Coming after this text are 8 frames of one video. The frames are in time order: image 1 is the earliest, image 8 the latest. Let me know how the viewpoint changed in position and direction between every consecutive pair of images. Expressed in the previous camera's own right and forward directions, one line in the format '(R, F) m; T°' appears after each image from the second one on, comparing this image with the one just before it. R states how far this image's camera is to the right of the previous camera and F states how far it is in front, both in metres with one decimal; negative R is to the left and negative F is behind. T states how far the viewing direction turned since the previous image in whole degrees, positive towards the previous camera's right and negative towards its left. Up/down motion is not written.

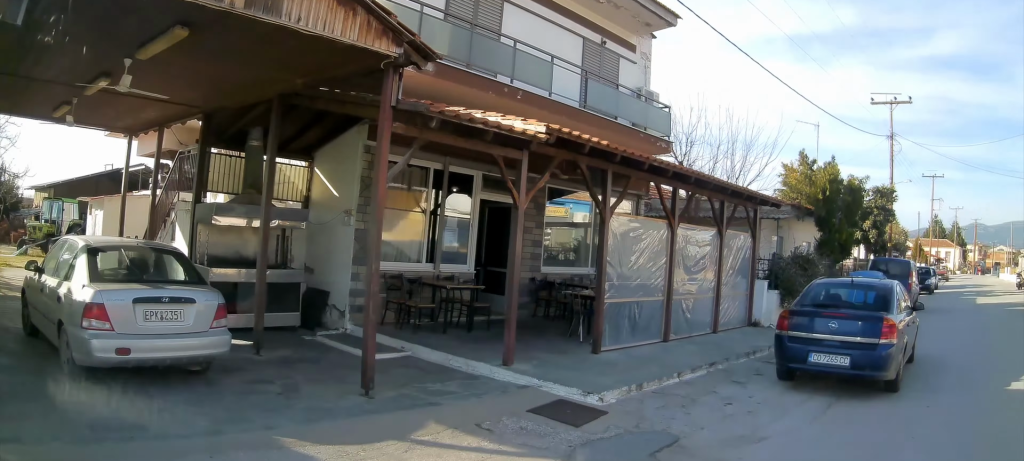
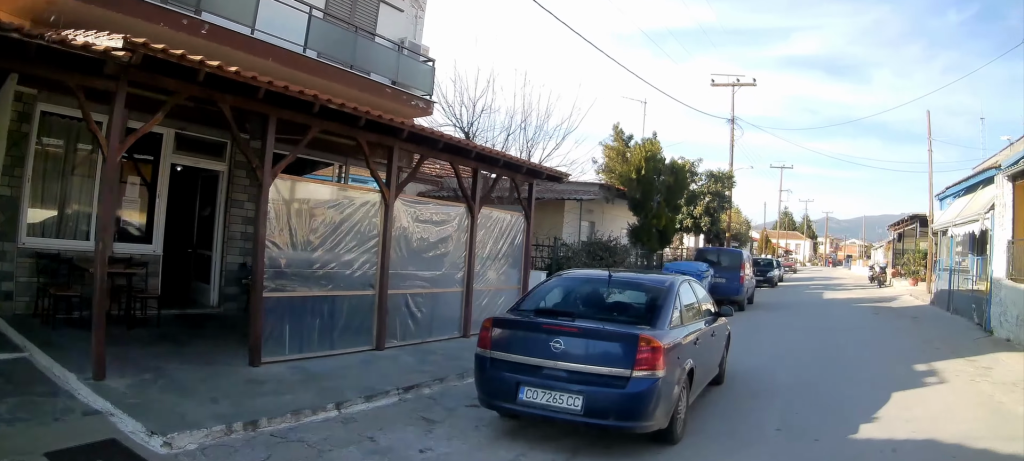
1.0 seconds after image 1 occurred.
(+0.4, +2.9) m; +16°
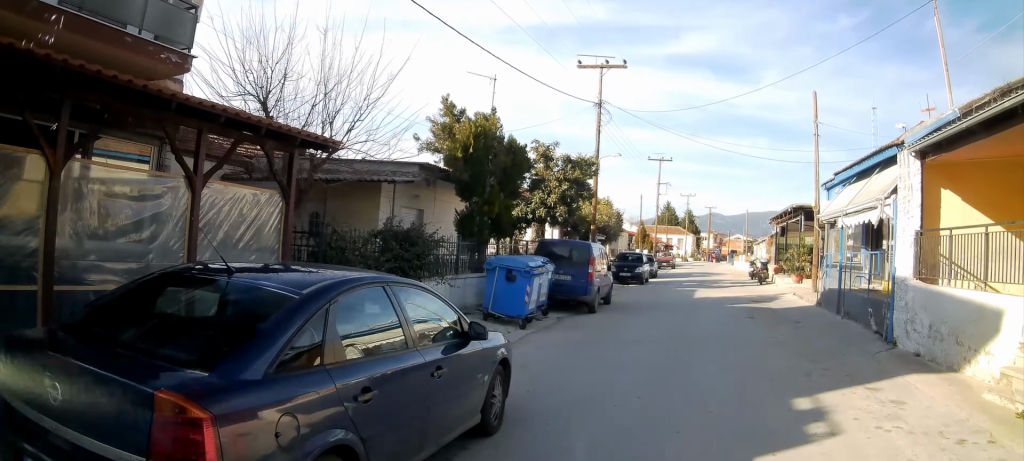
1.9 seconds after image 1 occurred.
(+0.3, +2.6) m; +11°
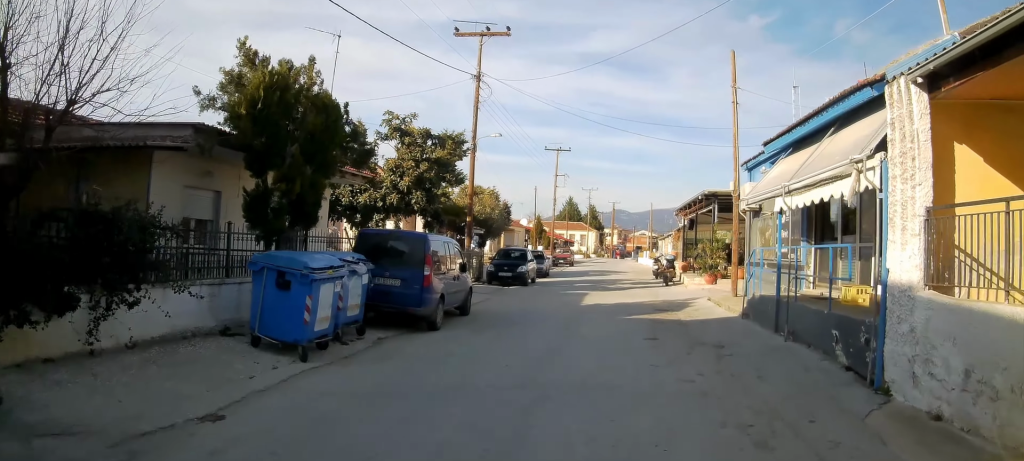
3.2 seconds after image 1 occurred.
(+0.2, +3.9) m; +2°
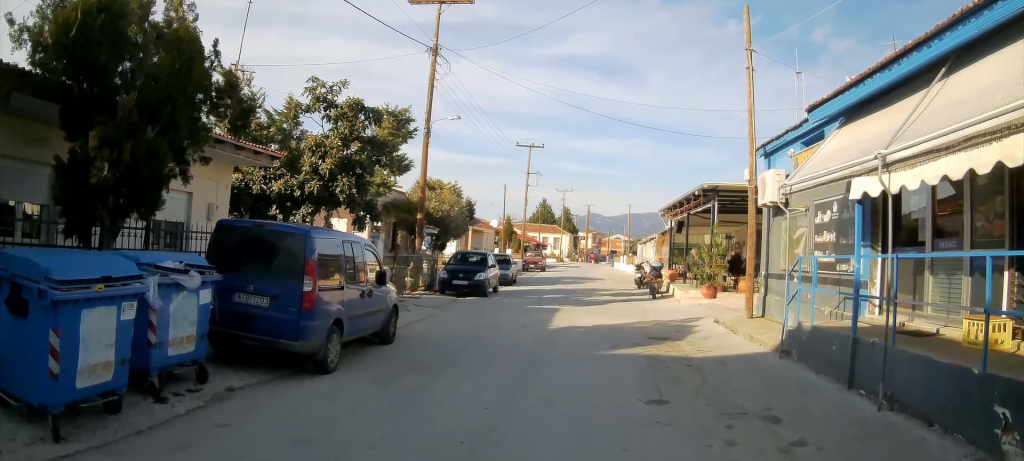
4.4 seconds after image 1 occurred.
(0.0, +3.7) m; -1°
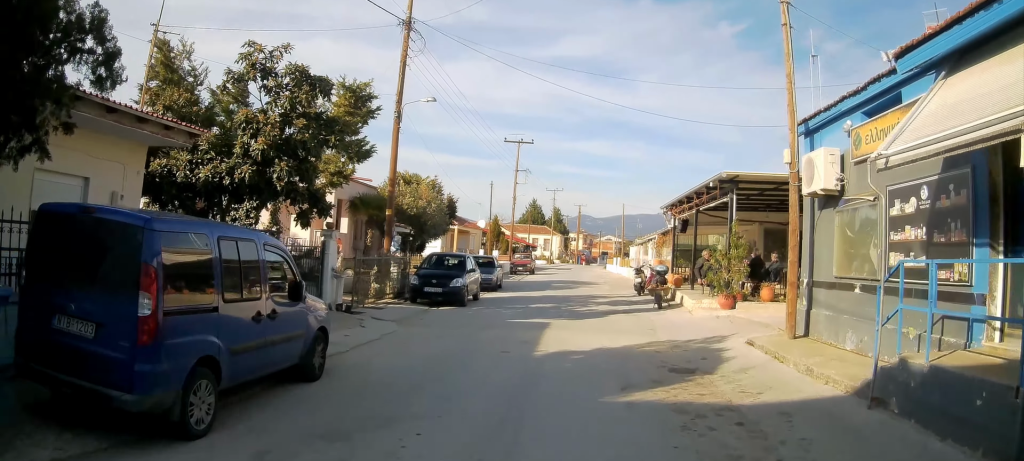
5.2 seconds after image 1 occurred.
(0.0, +2.5) m; 0°
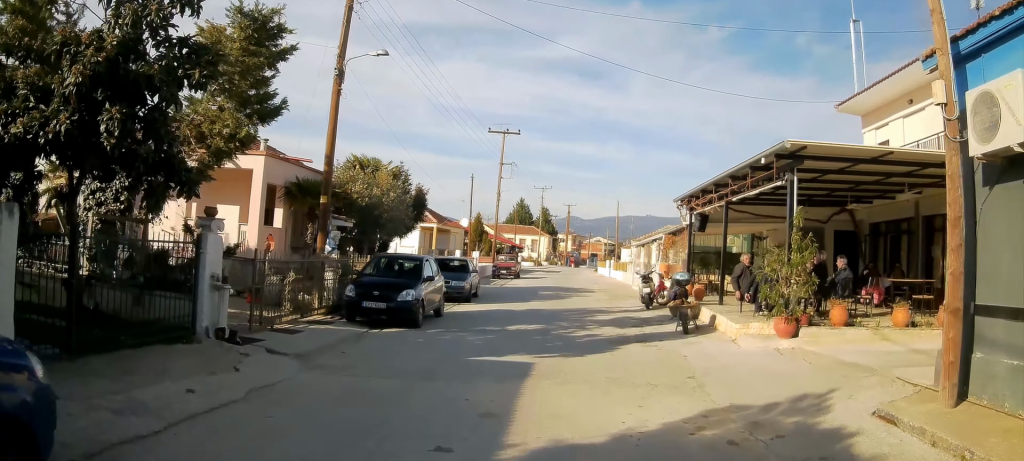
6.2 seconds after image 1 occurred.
(0.0, +4.0) m; 0°
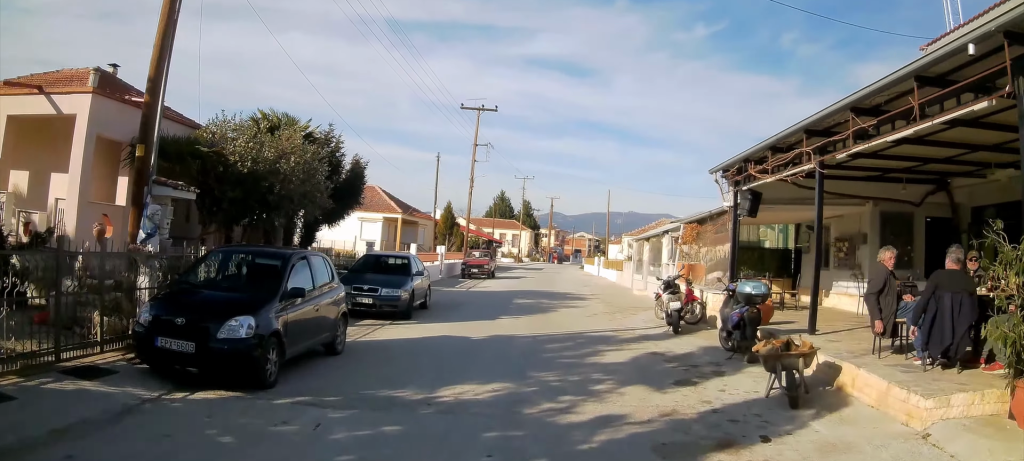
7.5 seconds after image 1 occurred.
(+0.1, +6.1) m; +2°
